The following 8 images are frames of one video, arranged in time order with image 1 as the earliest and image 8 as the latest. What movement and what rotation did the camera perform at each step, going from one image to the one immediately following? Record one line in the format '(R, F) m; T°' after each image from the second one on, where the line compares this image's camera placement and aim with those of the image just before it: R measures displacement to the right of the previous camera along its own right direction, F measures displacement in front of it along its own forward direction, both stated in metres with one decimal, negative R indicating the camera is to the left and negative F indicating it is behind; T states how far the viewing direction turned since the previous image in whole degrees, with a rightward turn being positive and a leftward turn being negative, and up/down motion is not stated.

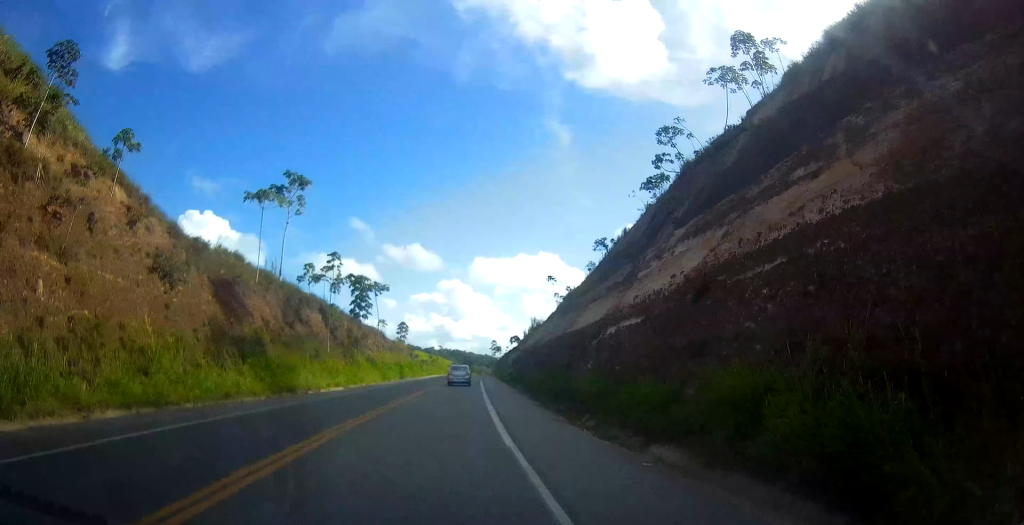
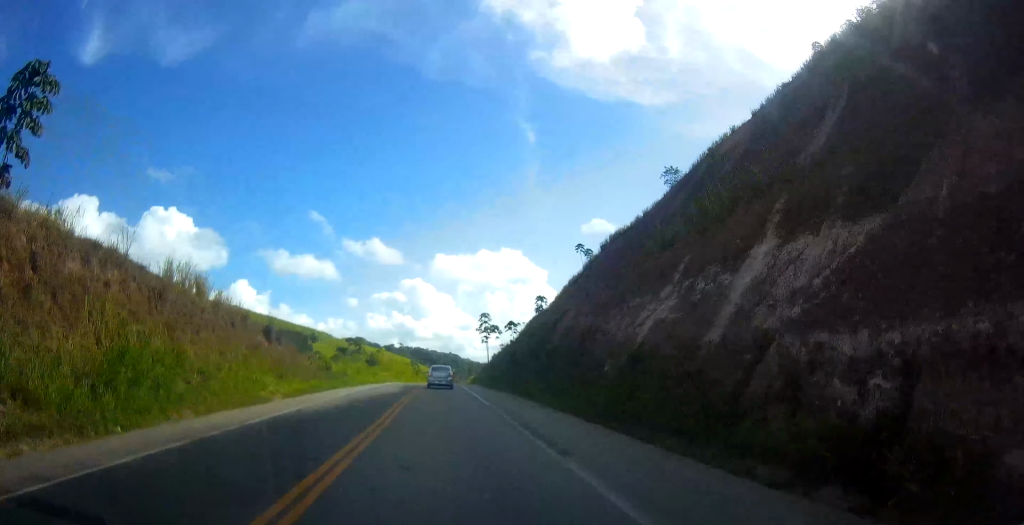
(+3.5, +74.9) m; +5°
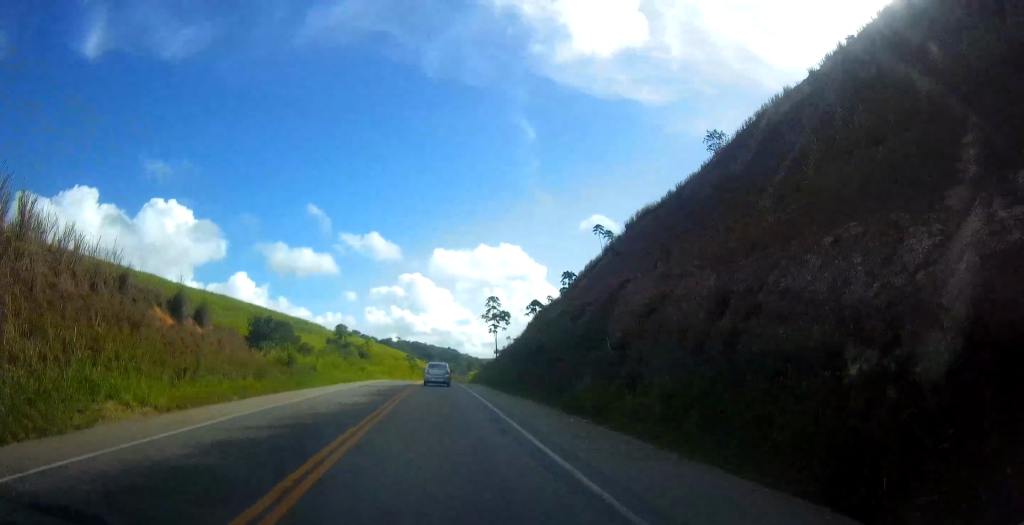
(0.0, +14.2) m; 0°
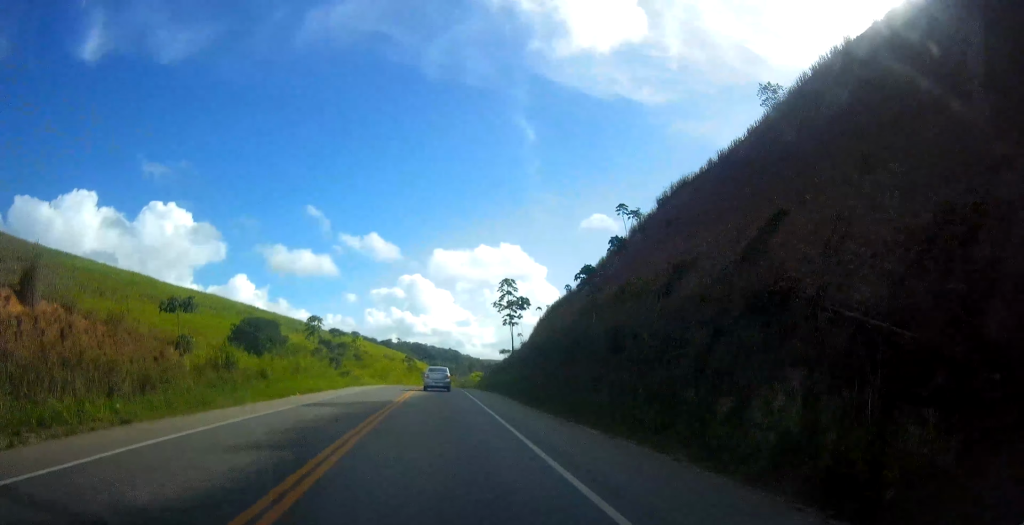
(0.0, +14.2) m; 0°
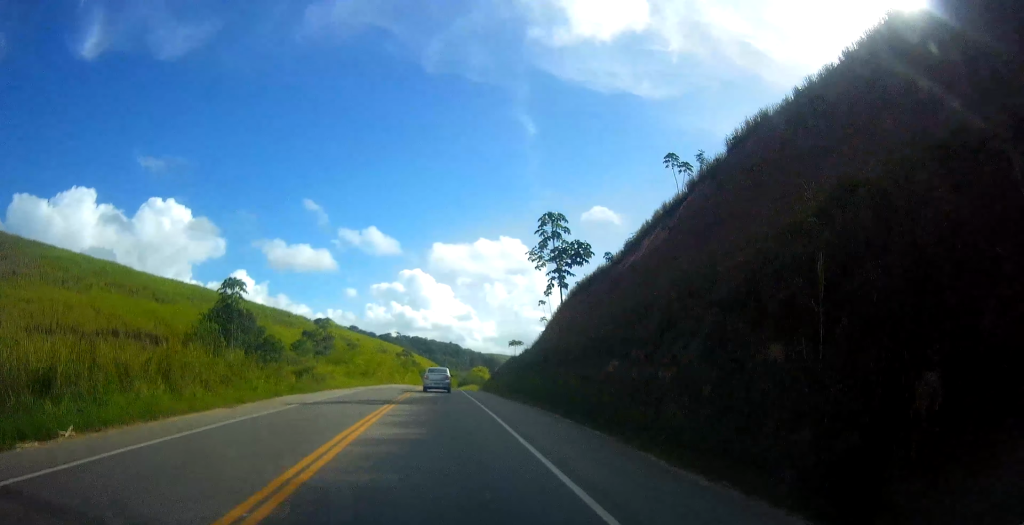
(+0.1, +21.1) m; +2°
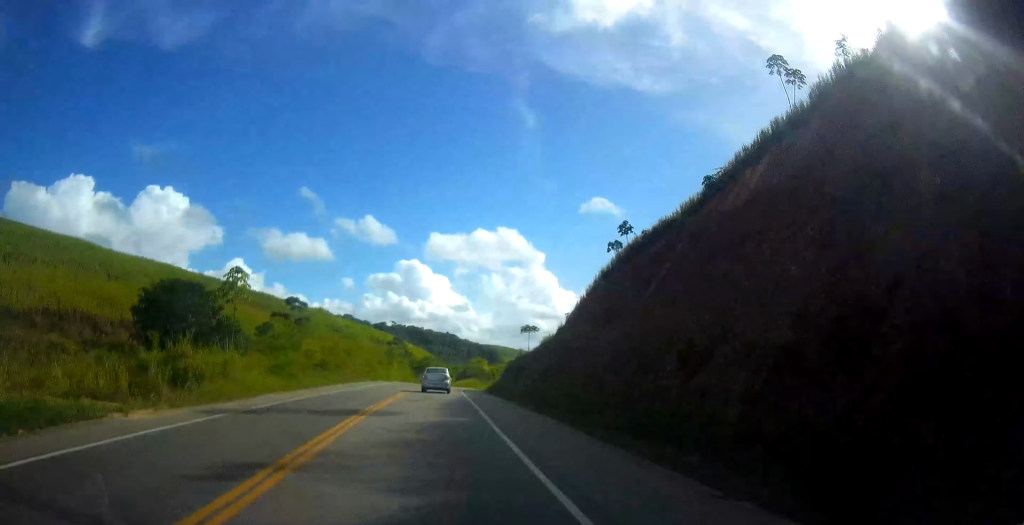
(+0.6, +26.4) m; 0°
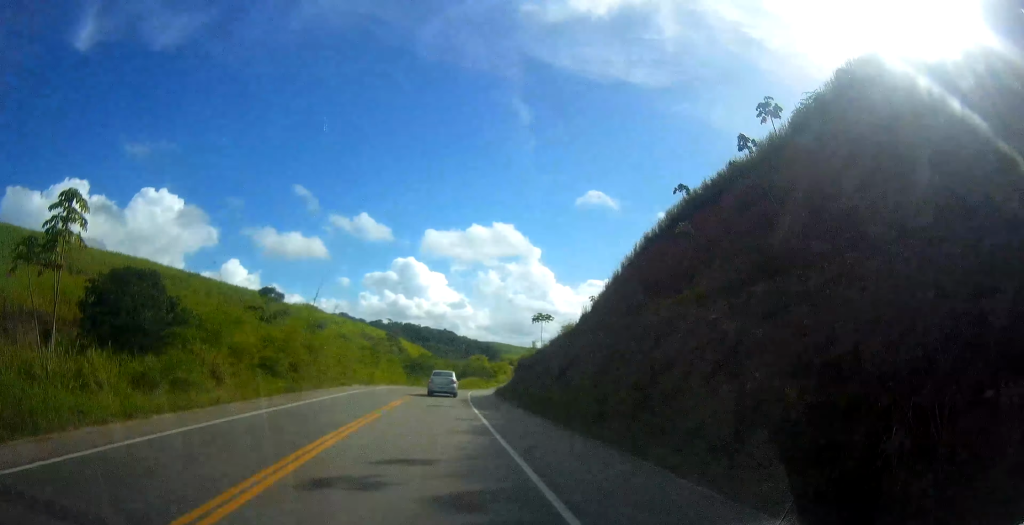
(-0.2, +16.7) m; 0°
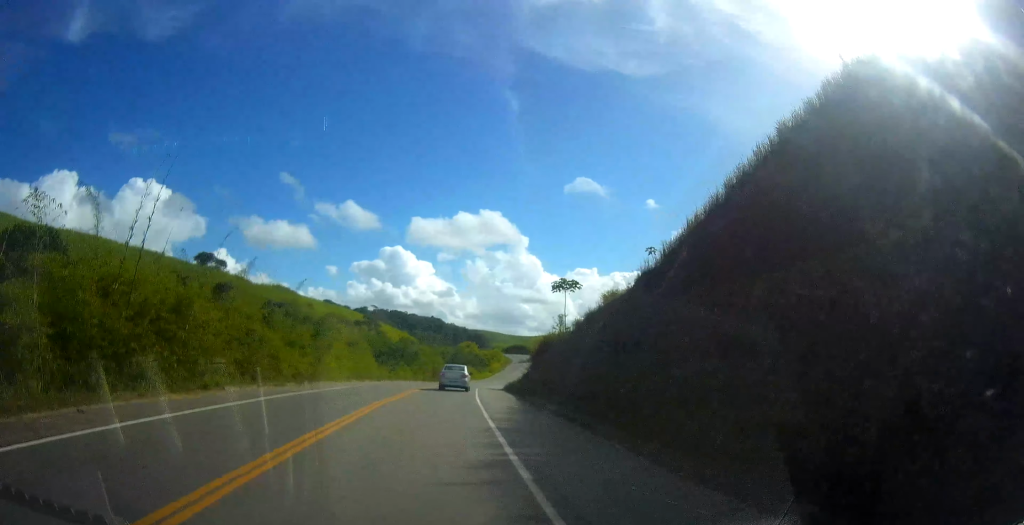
(-0.2, +25.1) m; 0°
